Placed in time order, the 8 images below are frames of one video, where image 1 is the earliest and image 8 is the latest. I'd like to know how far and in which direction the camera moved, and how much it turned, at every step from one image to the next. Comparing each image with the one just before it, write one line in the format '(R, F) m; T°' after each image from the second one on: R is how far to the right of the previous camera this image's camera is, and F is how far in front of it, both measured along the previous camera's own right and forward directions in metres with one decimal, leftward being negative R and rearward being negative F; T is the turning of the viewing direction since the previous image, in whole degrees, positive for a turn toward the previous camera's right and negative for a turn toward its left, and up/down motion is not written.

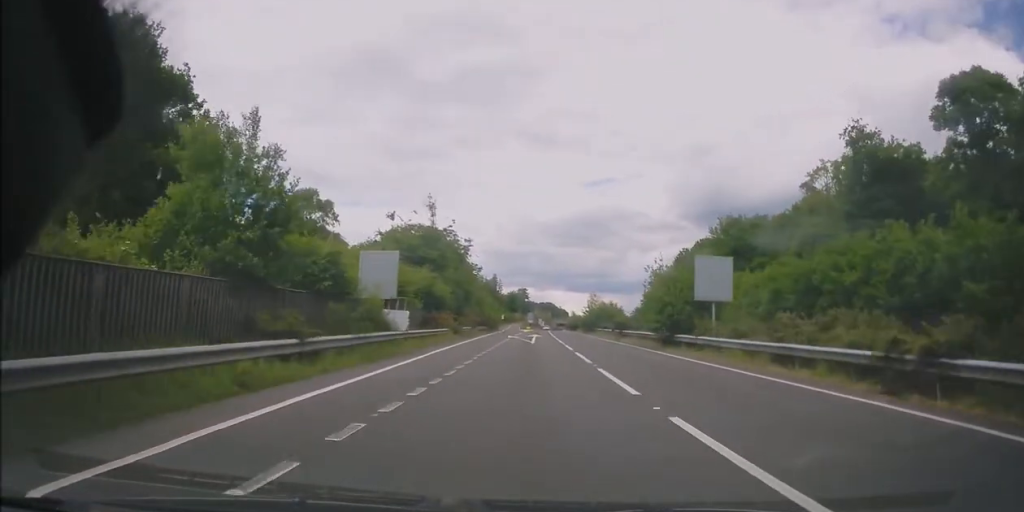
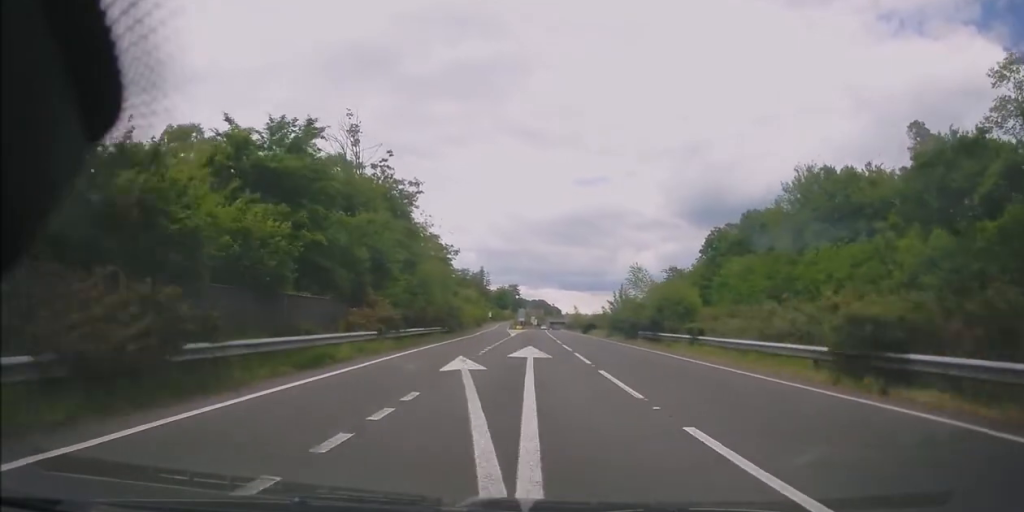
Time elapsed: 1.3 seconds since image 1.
(+0.1, +36.7) m; +1°
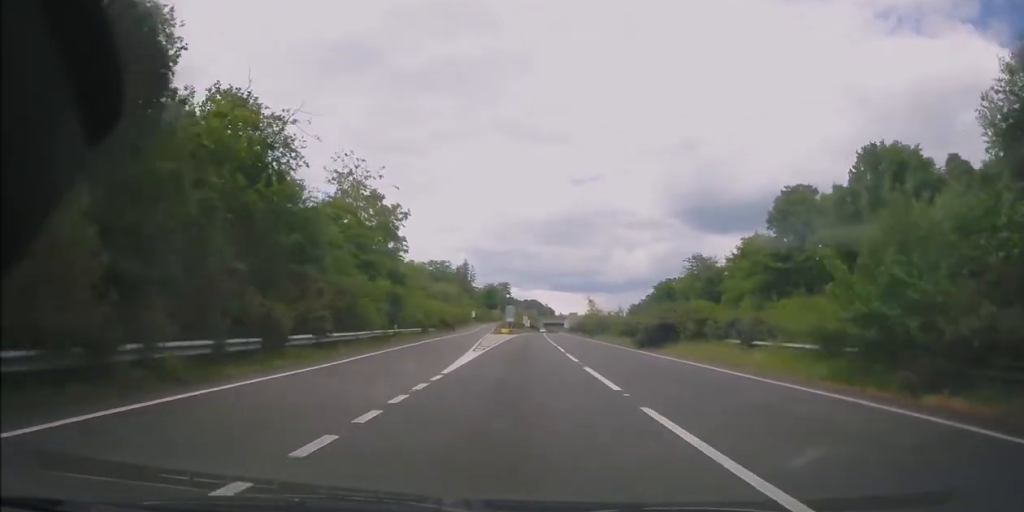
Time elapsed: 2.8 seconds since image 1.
(+0.5, +43.5) m; +1°
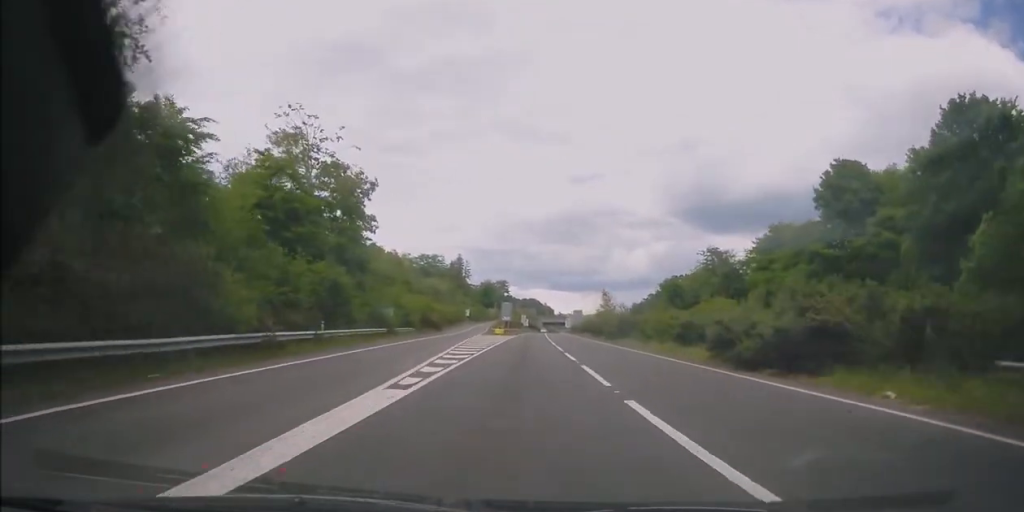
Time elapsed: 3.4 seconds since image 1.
(+0.1, +17.0) m; 0°
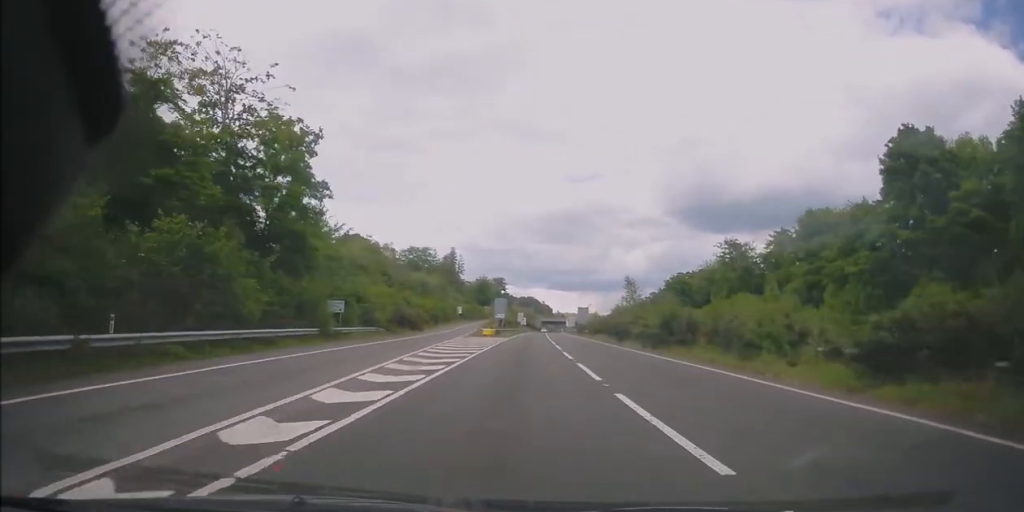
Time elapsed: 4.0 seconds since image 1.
(0.0, +17.0) m; 0°
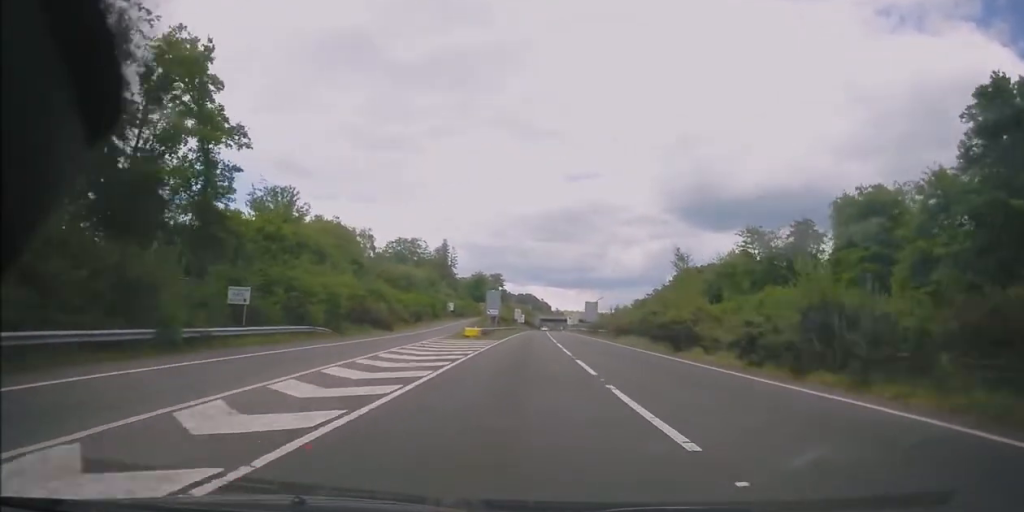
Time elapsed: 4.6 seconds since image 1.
(+0.2, +16.9) m; 0°
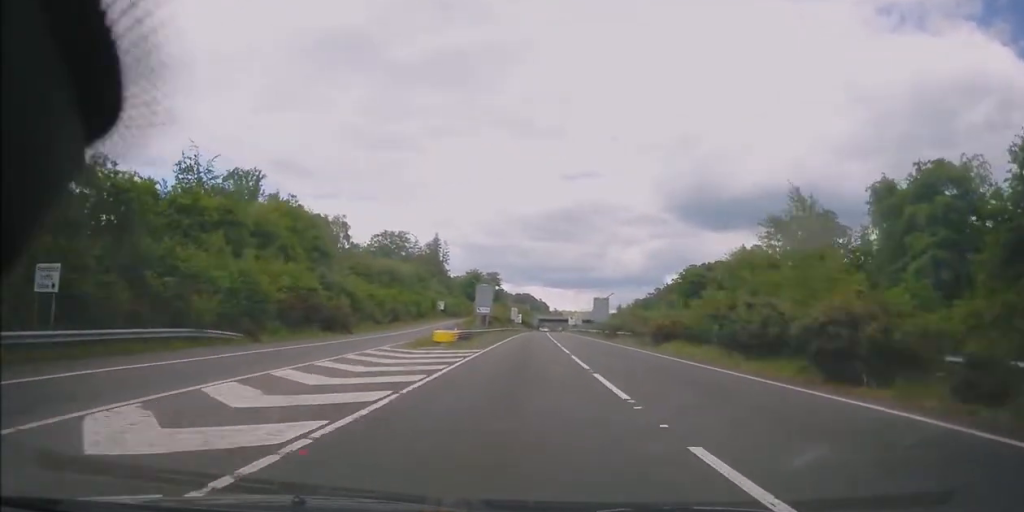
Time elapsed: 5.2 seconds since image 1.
(+0.1, +15.0) m; 0°
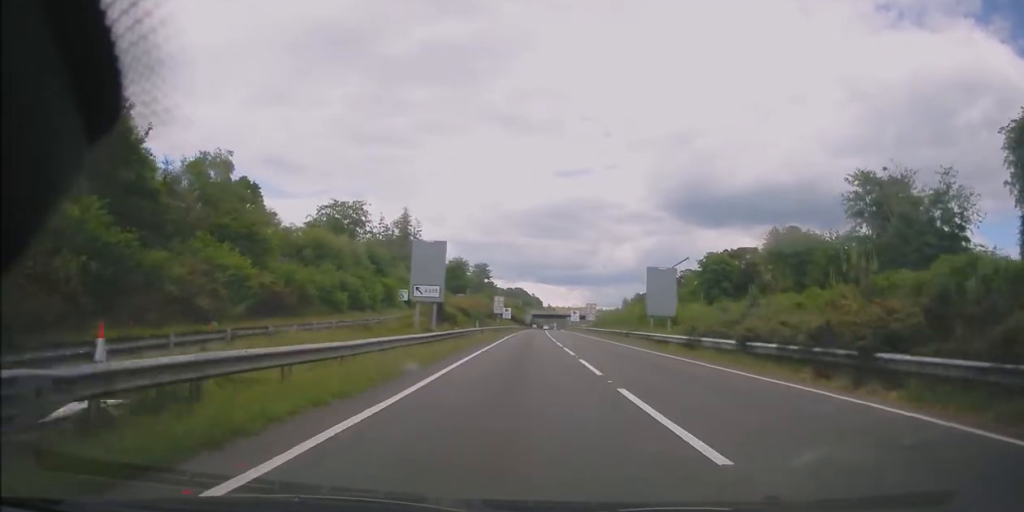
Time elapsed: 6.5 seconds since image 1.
(0.0, +38.3) m; +1°
